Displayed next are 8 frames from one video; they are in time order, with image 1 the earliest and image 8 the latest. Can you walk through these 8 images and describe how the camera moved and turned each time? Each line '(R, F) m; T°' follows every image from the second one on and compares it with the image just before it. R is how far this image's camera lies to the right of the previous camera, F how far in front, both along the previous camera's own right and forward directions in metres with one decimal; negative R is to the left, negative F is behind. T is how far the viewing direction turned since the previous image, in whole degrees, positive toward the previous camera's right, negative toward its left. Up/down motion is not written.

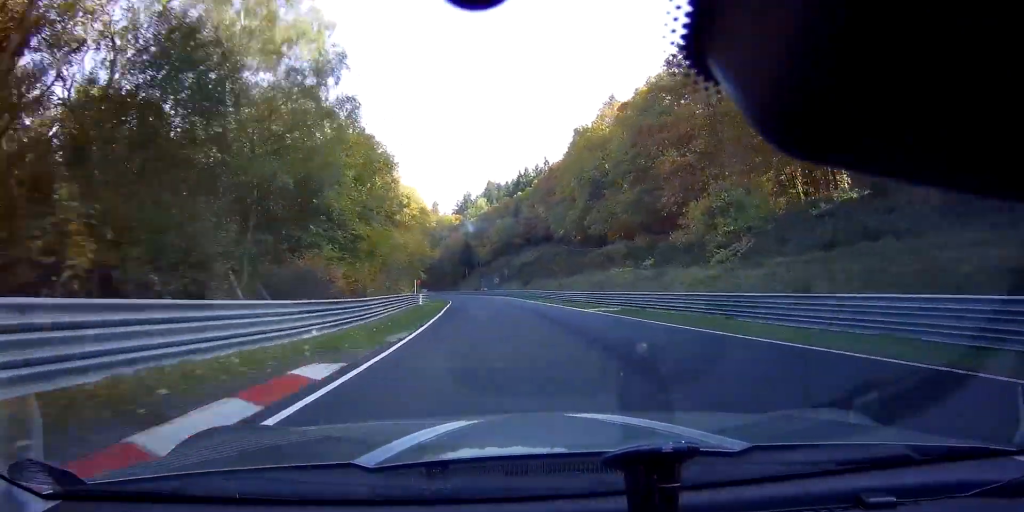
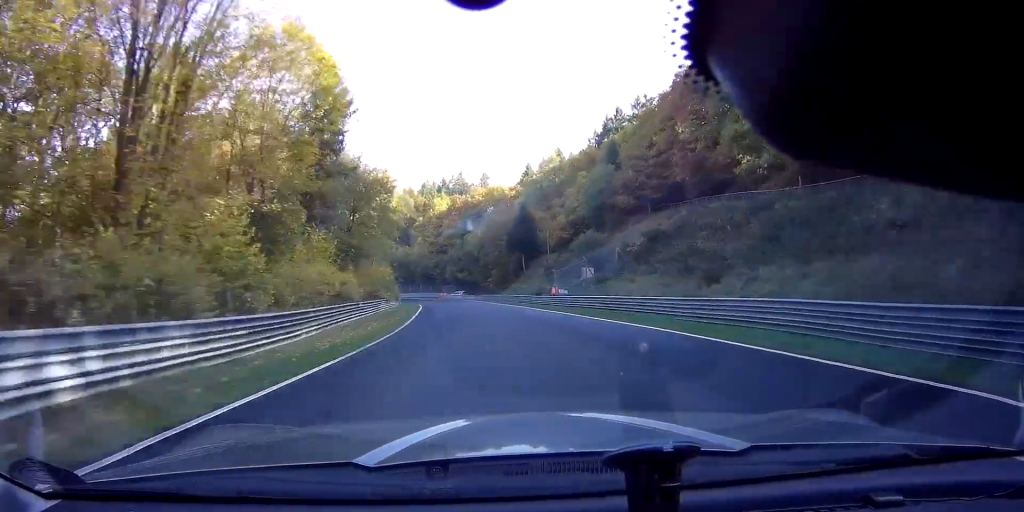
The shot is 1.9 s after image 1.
(-2.5, +64.8) m; -5°
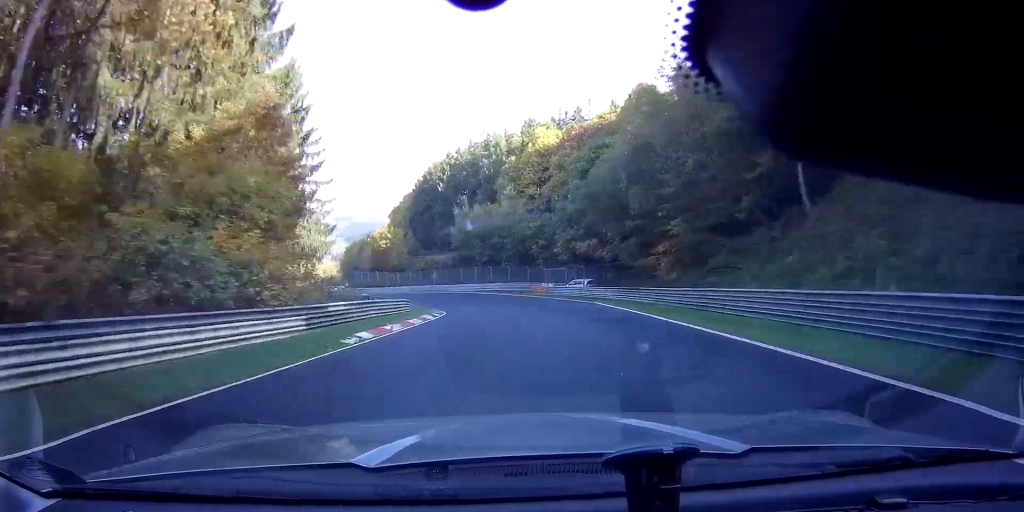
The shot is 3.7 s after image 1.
(-5.2, +62.2) m; -11°
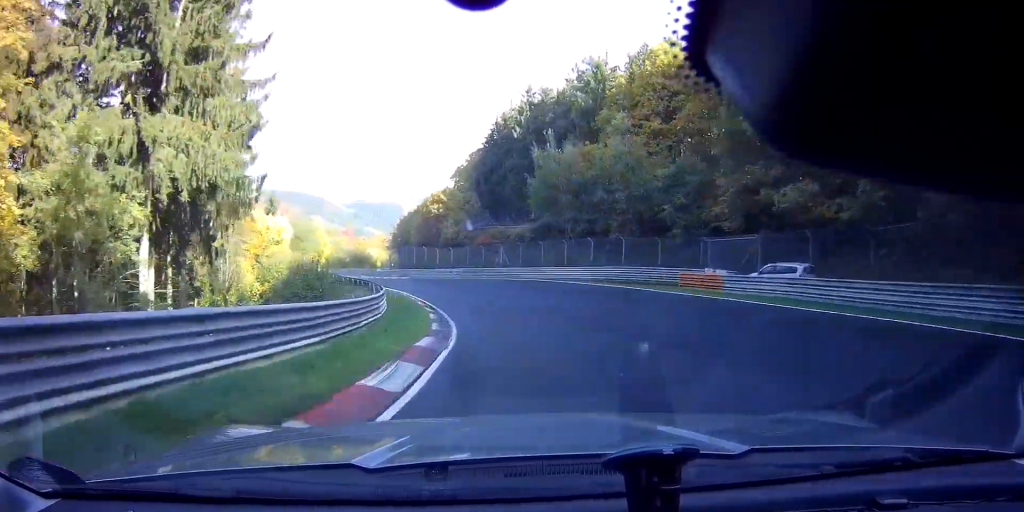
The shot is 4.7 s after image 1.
(-1.5, +30.9) m; -11°
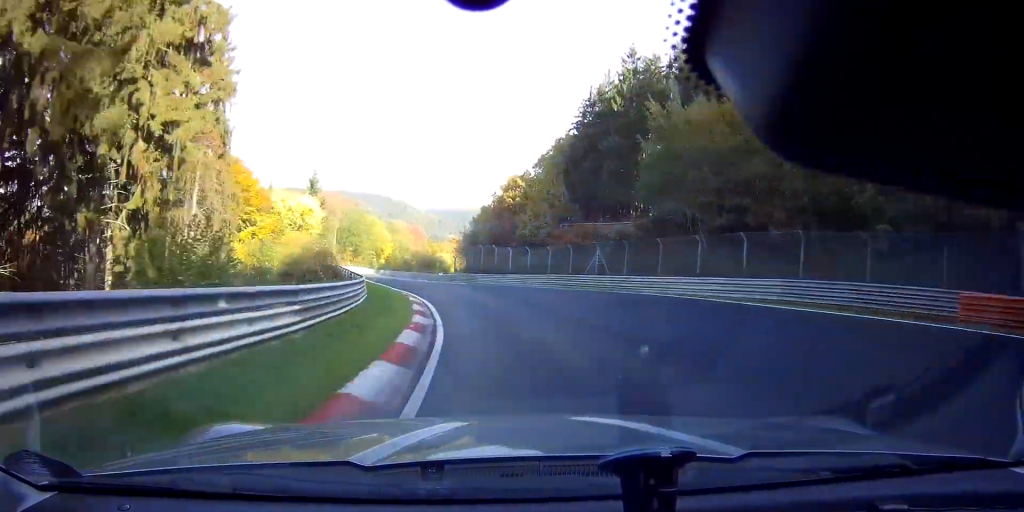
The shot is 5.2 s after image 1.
(-1.9, +17.0) m; -7°
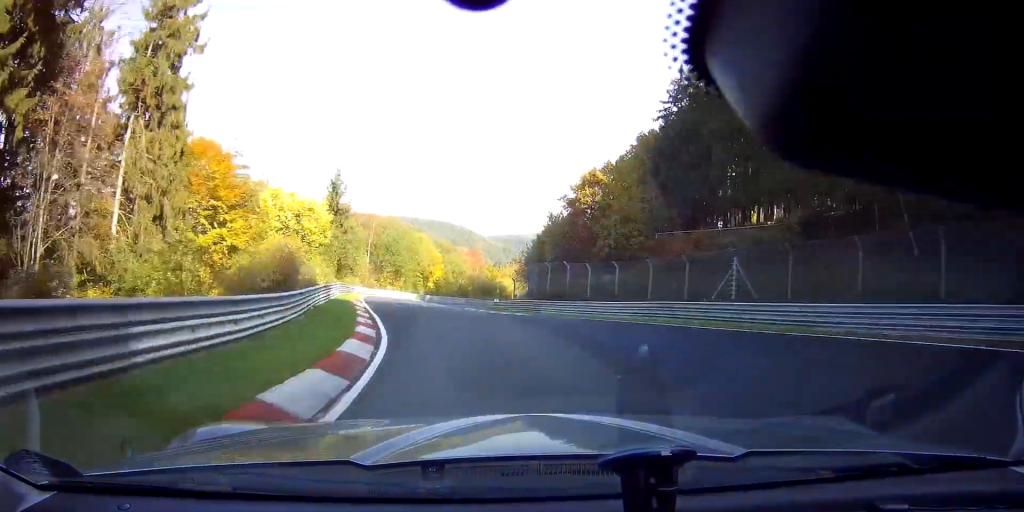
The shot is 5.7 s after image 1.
(-1.0, +16.0) m; -7°
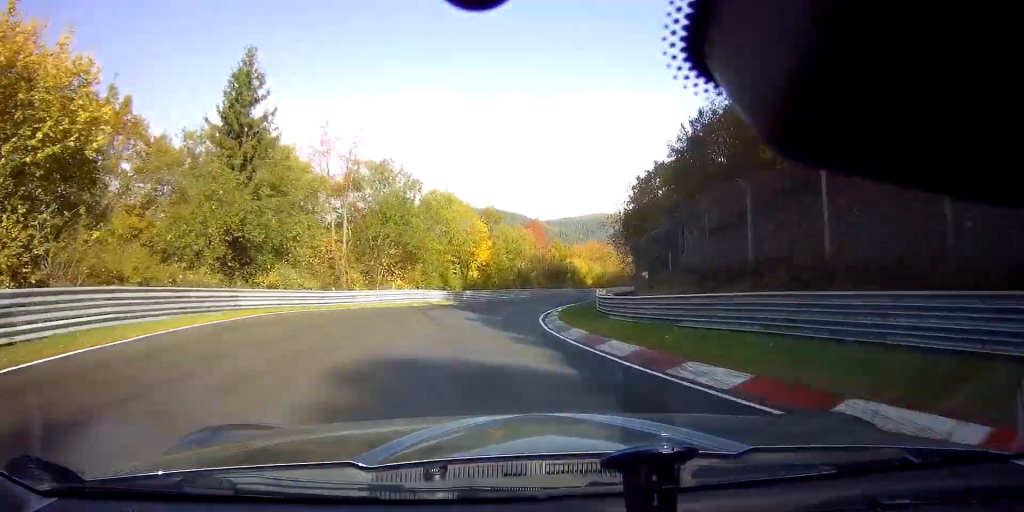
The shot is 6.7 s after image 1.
(-3.0, +33.7) m; -4°
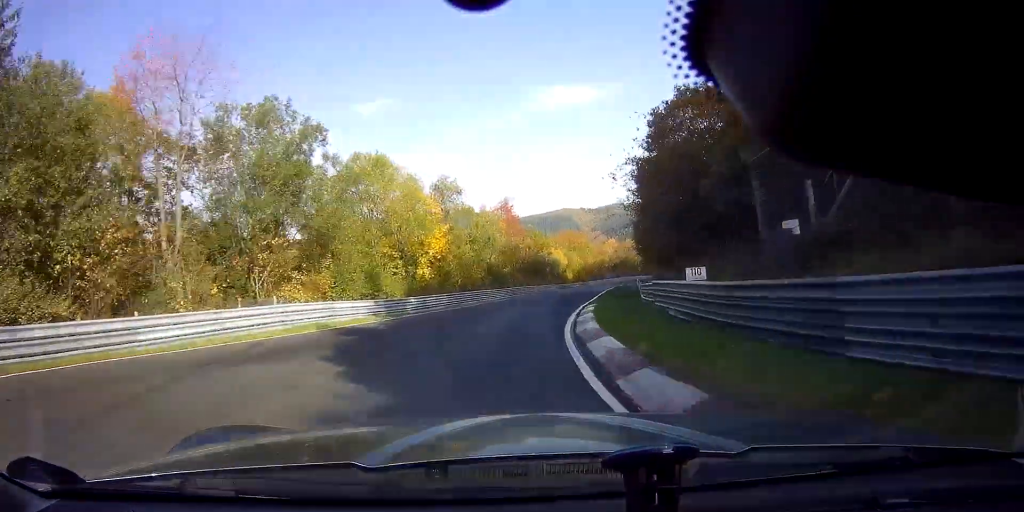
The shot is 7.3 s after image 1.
(+0.3, +18.4) m; +2°
